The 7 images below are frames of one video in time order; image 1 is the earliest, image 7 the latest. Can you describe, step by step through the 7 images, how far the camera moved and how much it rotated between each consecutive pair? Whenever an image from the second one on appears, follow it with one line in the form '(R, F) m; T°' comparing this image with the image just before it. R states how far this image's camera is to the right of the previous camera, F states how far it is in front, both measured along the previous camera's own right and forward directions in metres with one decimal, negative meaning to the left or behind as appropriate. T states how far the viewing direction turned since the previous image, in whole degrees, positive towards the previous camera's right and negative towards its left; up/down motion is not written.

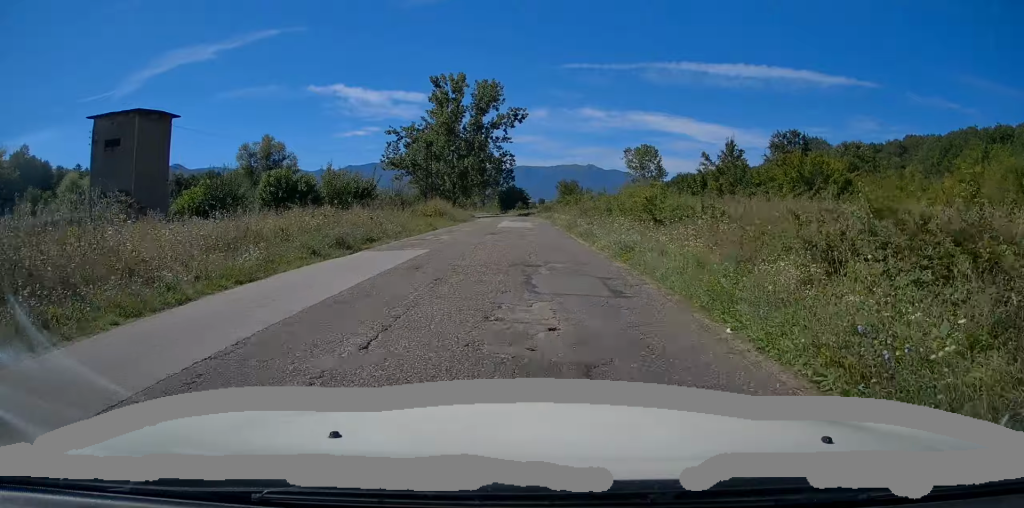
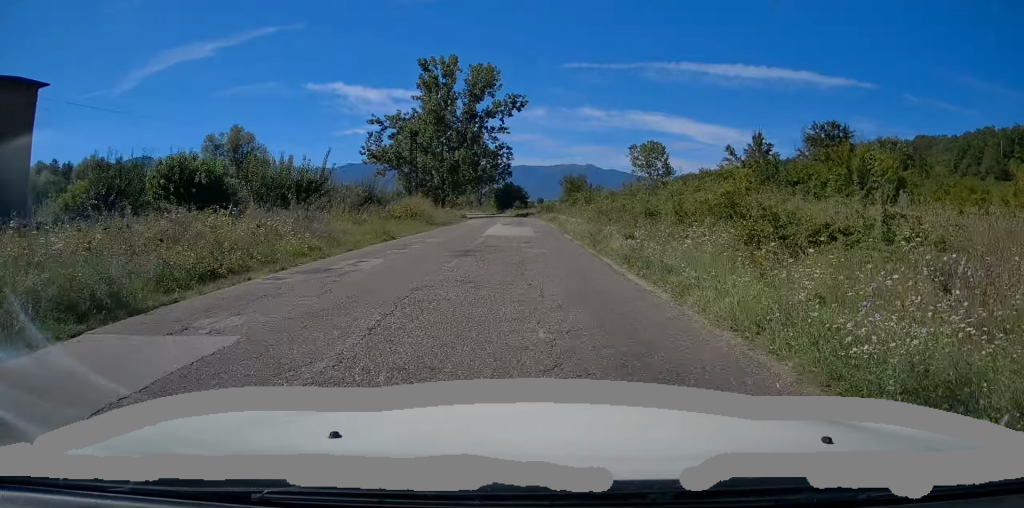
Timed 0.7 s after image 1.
(-0.2, +10.9) m; -1°
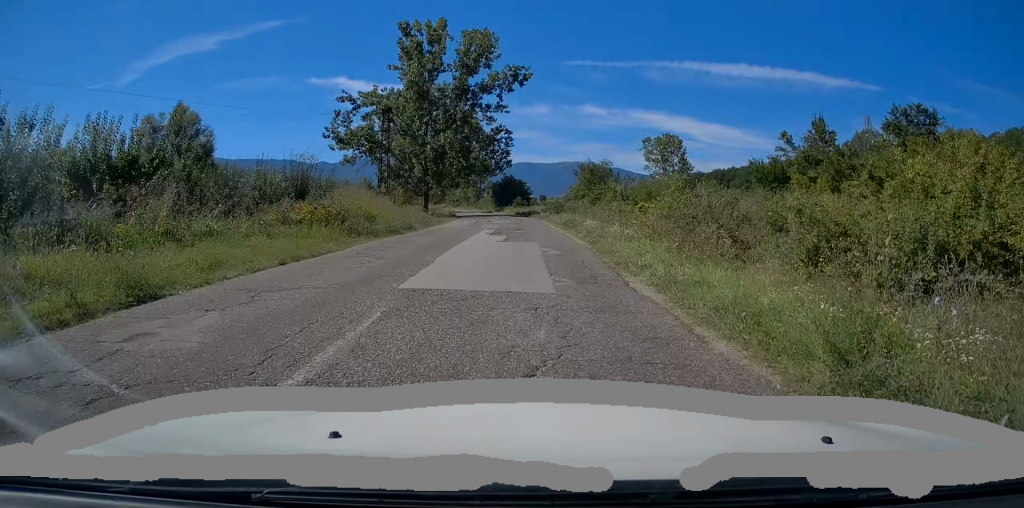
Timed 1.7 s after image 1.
(+0.1, +16.1) m; 0°
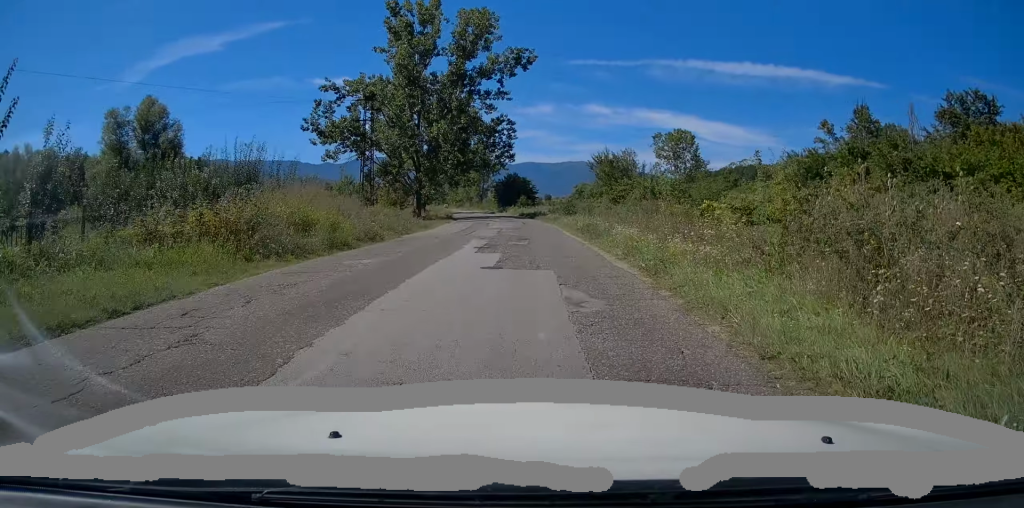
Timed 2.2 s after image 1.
(-0.1, +7.8) m; 0°
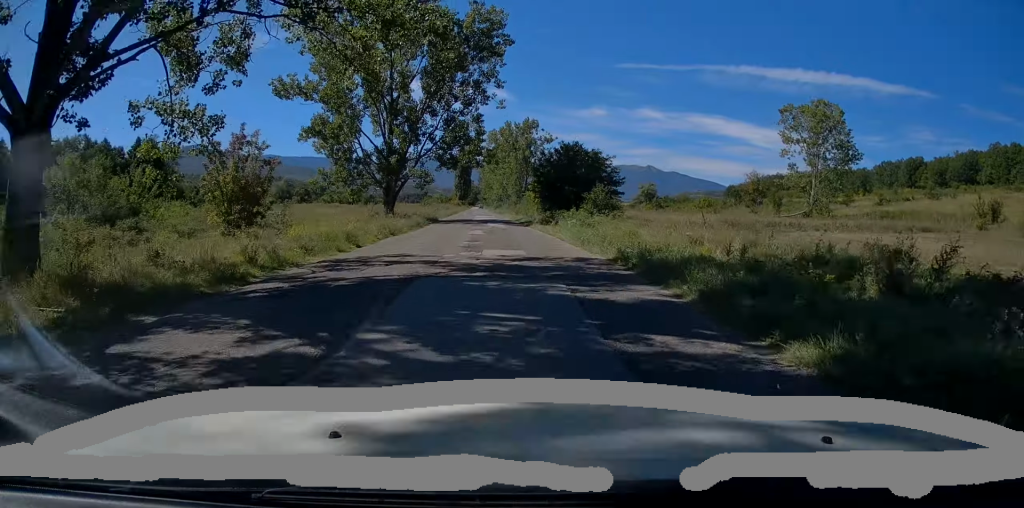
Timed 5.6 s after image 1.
(-1.8, +53.0) m; -4°
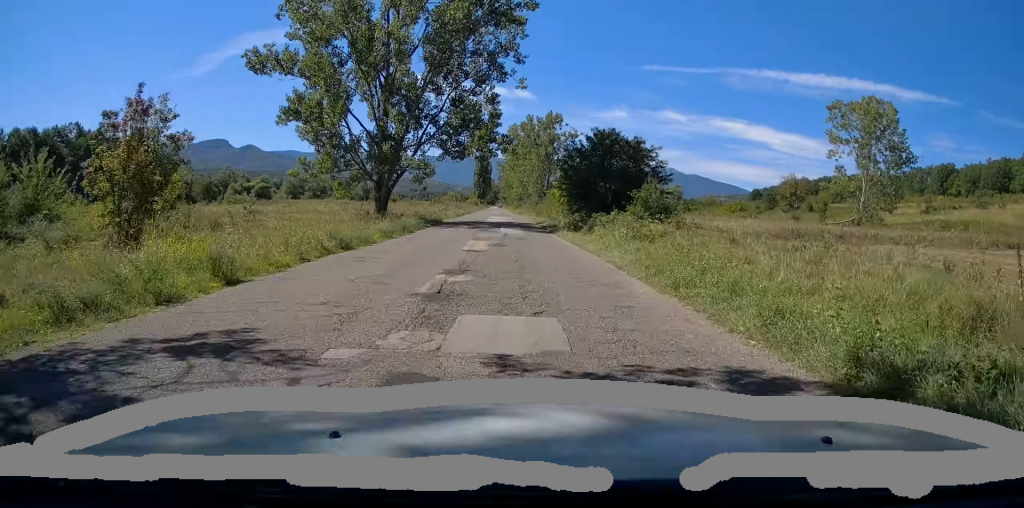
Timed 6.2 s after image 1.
(-0.1, +9.7) m; -1°
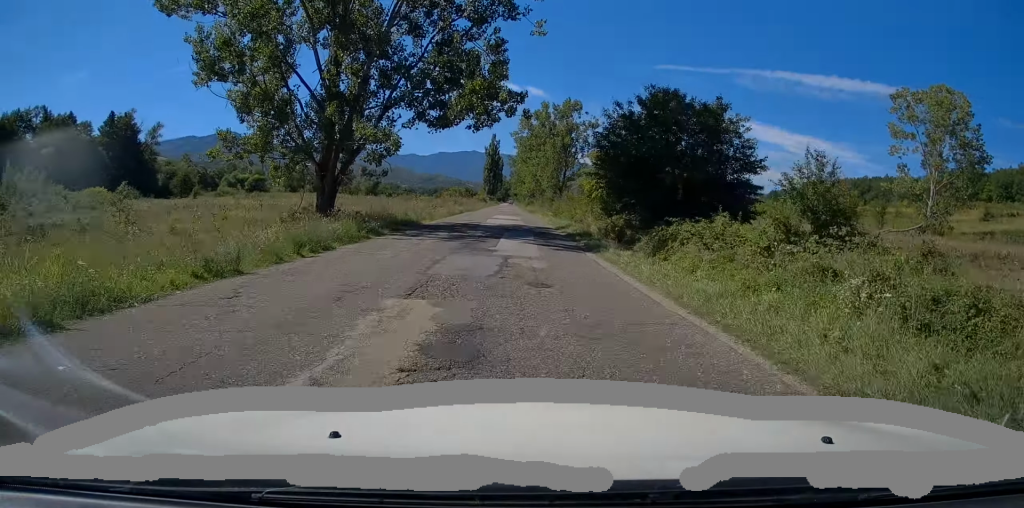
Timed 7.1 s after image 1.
(-0.2, +14.2) m; -2°
